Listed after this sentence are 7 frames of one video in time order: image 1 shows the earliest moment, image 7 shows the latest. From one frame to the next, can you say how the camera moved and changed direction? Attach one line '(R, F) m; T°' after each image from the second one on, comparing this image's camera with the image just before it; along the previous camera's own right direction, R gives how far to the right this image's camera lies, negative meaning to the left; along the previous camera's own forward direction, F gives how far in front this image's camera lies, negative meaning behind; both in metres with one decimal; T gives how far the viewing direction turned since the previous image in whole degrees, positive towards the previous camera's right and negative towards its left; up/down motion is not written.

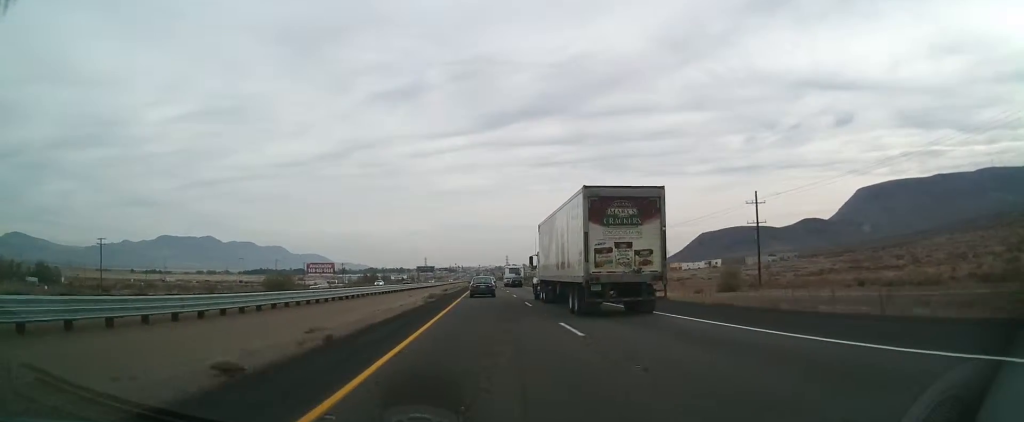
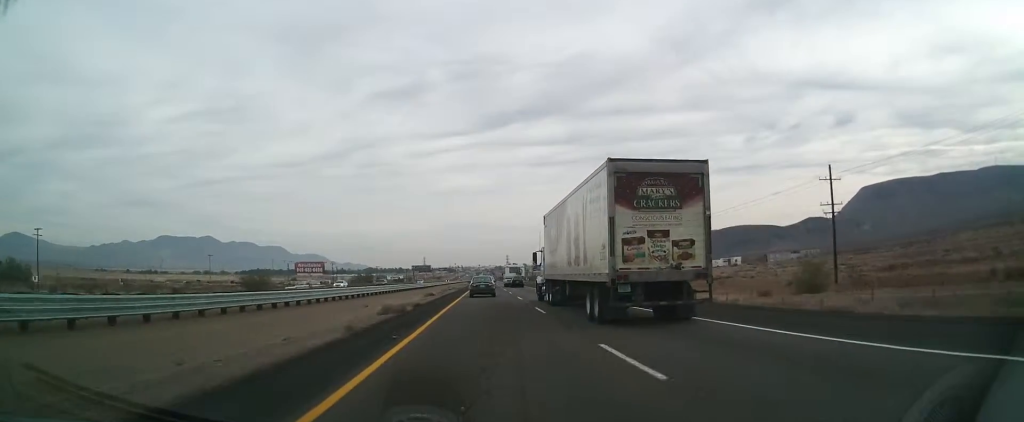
(0.0, +20.7) m; 0°
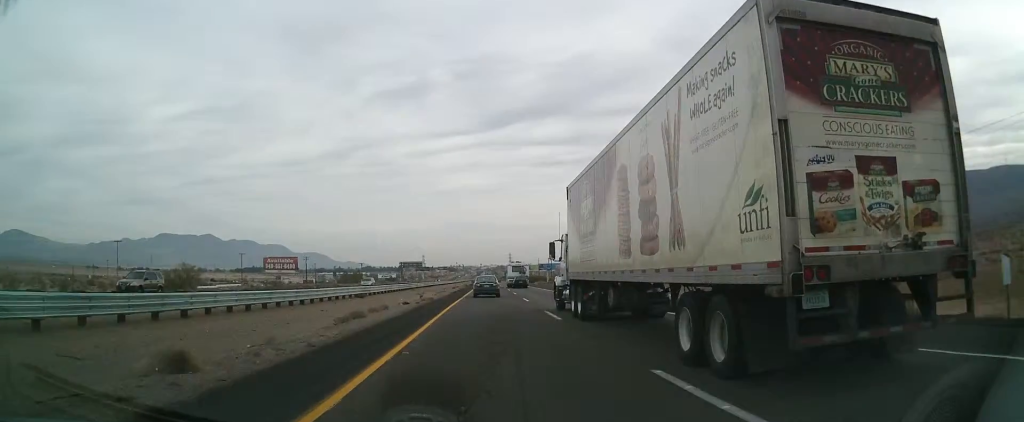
(-0.2, +47.3) m; 0°
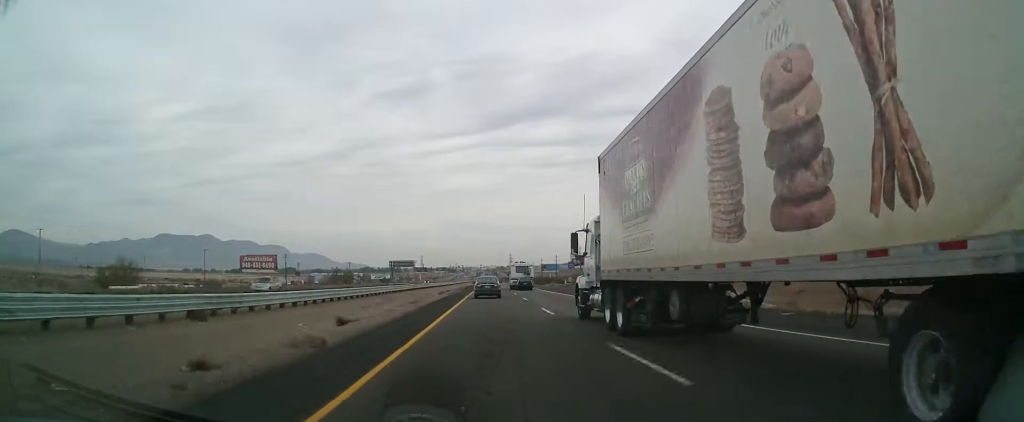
(0.0, +26.4) m; 0°
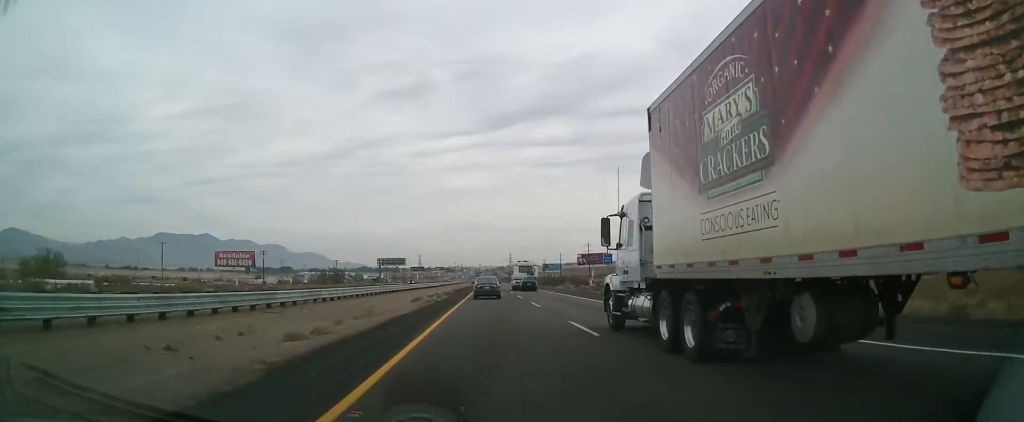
(+0.3, +22.9) m; +1°
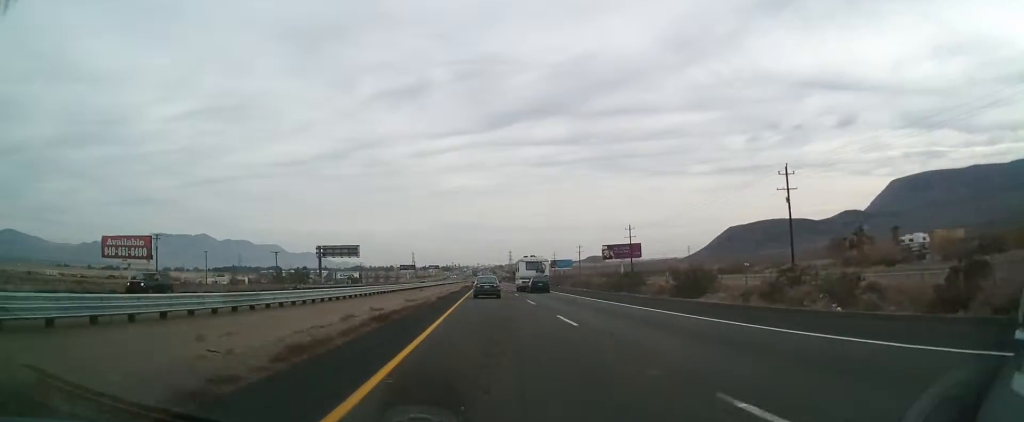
(-1.1, +70.3) m; -1°
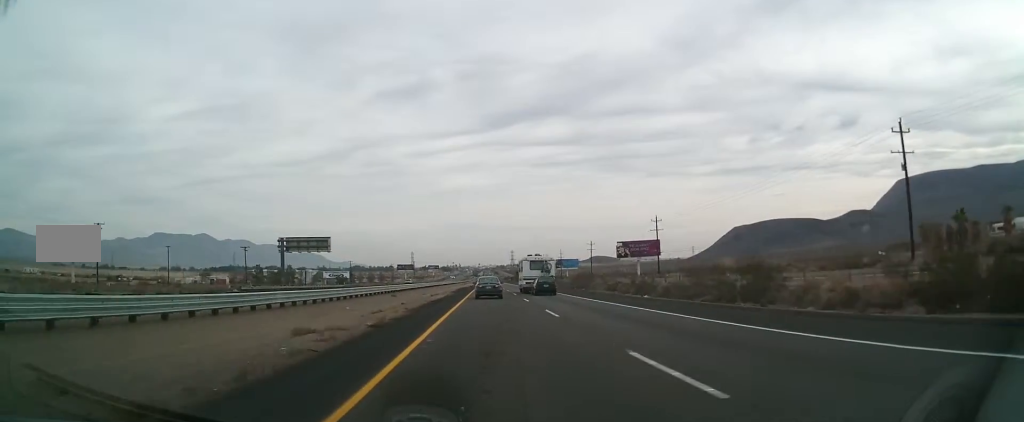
(+0.4, +24.8) m; +1°
